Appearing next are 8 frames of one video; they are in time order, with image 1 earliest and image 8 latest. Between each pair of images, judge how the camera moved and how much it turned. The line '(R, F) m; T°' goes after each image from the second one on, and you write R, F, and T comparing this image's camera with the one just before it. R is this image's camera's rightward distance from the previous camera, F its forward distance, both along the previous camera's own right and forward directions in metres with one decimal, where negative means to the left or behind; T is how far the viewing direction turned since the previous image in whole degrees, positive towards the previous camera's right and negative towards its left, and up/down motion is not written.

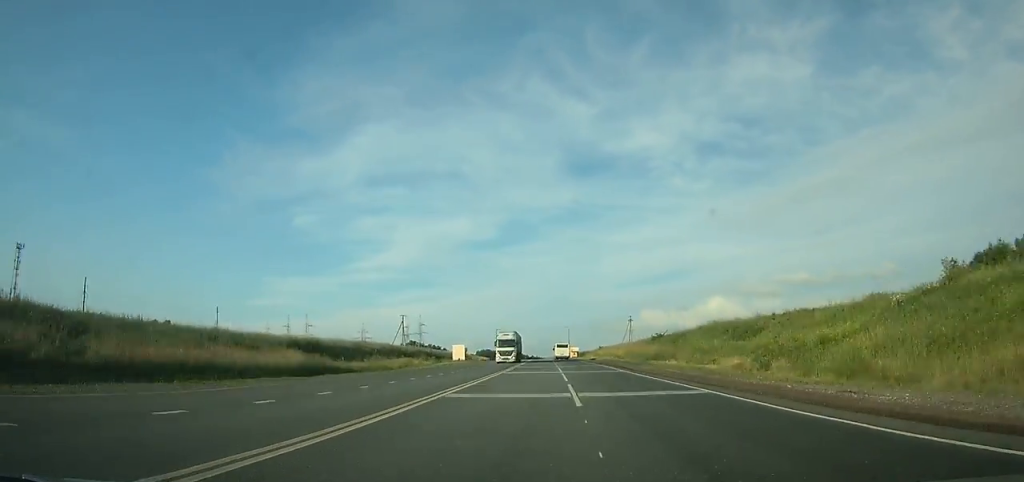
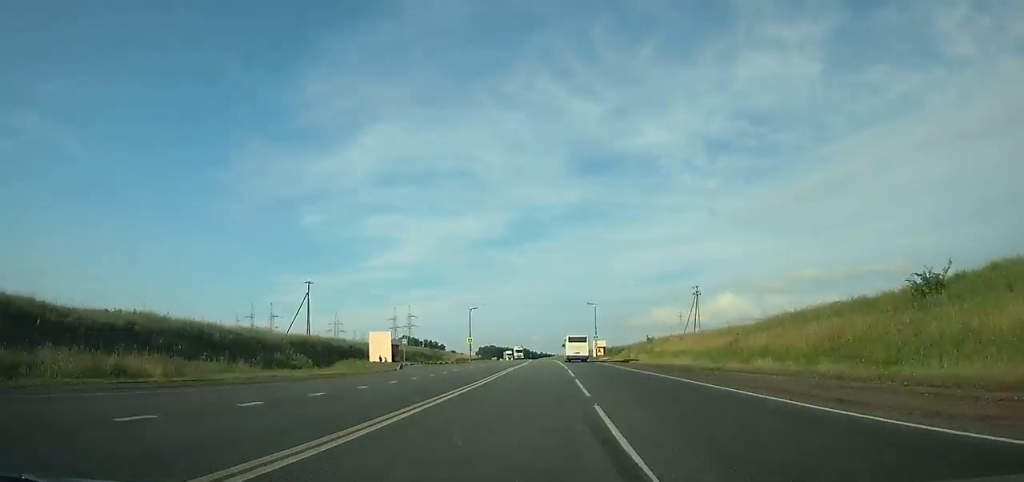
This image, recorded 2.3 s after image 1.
(-1.2, +67.5) m; -2°
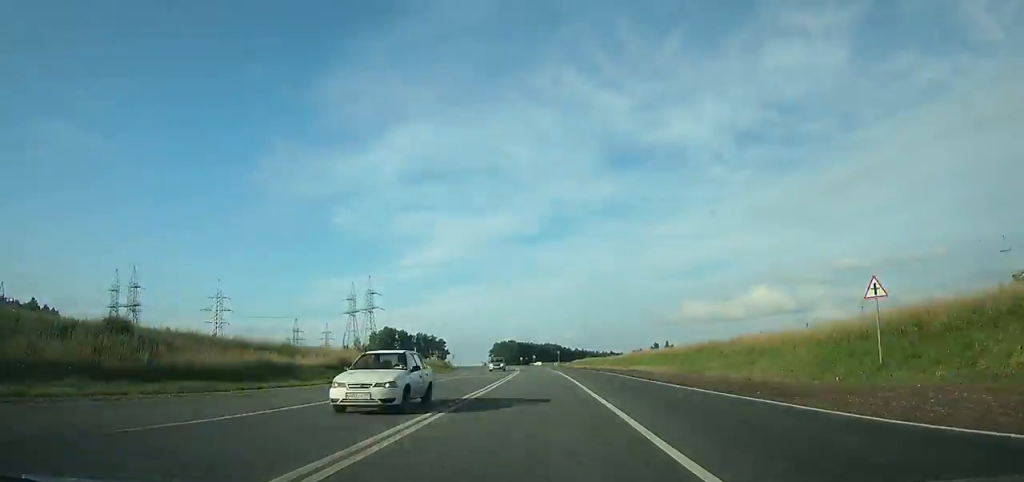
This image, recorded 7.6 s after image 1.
(-4.4, +150.6) m; -5°
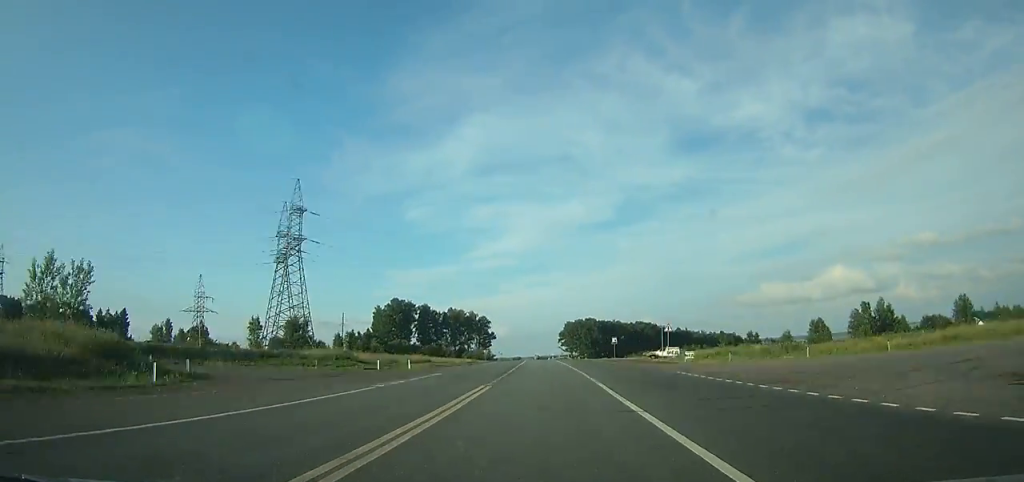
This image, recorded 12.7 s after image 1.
(-9.0, +141.0) m; -6°
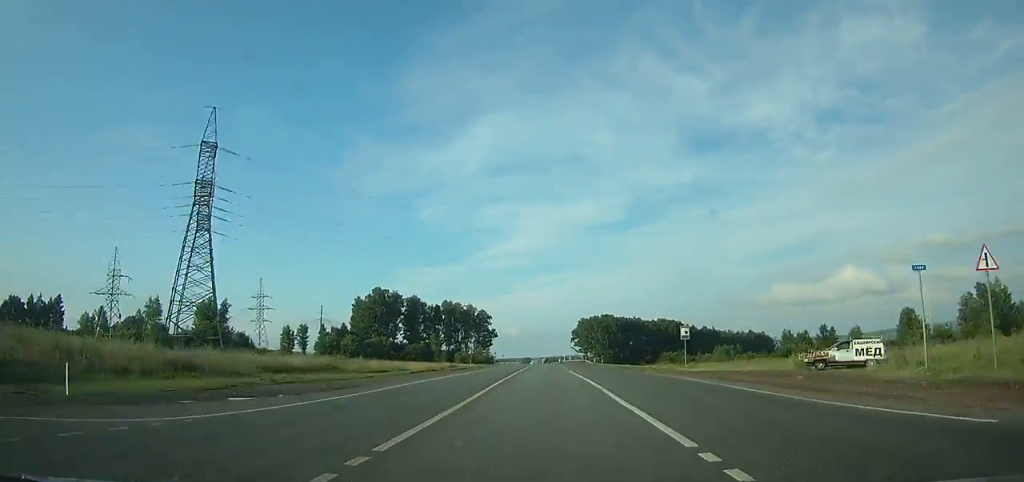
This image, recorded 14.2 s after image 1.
(-0.5, +41.7) m; -1°
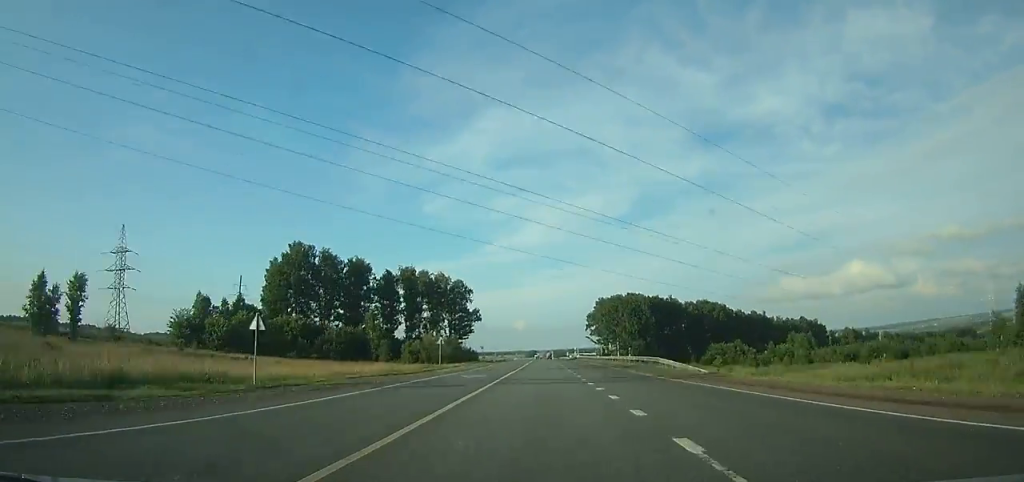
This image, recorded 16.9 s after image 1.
(-0.6, +75.6) m; -1°
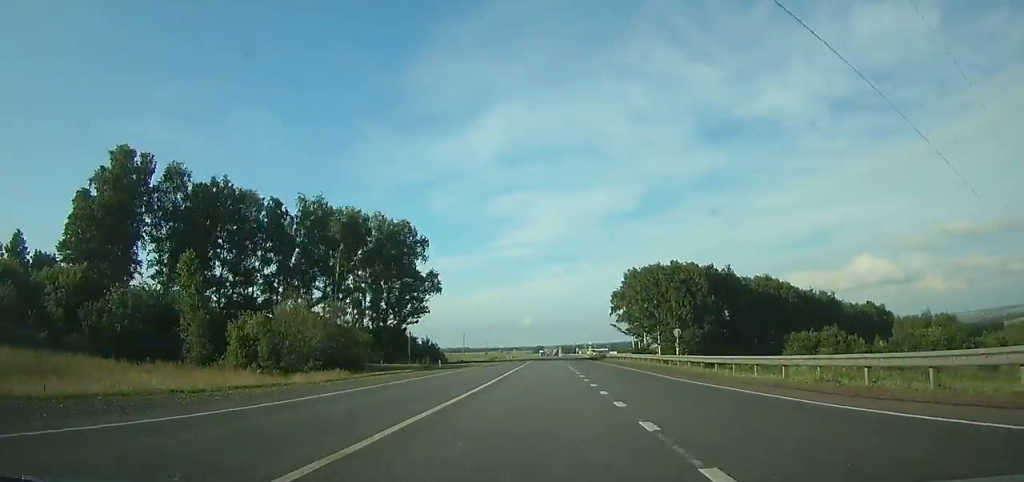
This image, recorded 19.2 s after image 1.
(-0.3, +65.2) m; 0°
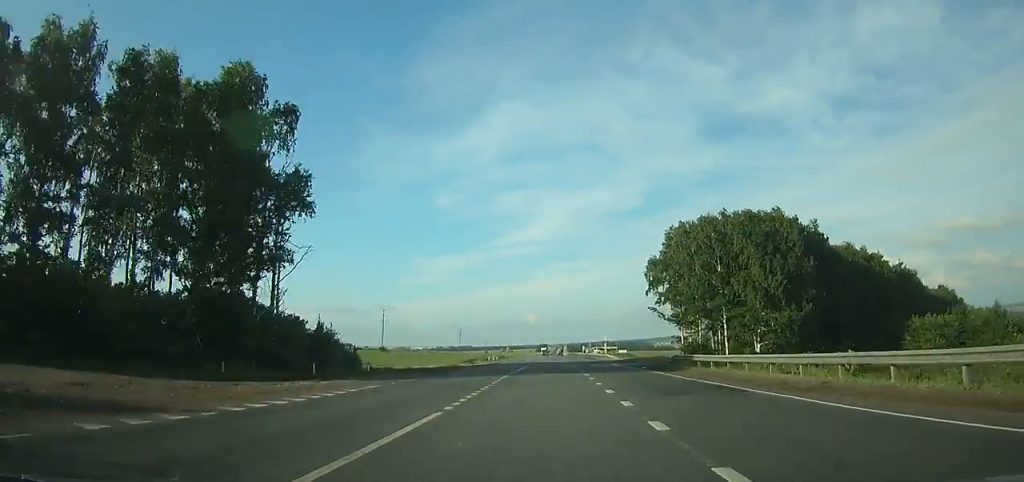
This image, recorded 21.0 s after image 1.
(-0.2, +51.5) m; 0°
